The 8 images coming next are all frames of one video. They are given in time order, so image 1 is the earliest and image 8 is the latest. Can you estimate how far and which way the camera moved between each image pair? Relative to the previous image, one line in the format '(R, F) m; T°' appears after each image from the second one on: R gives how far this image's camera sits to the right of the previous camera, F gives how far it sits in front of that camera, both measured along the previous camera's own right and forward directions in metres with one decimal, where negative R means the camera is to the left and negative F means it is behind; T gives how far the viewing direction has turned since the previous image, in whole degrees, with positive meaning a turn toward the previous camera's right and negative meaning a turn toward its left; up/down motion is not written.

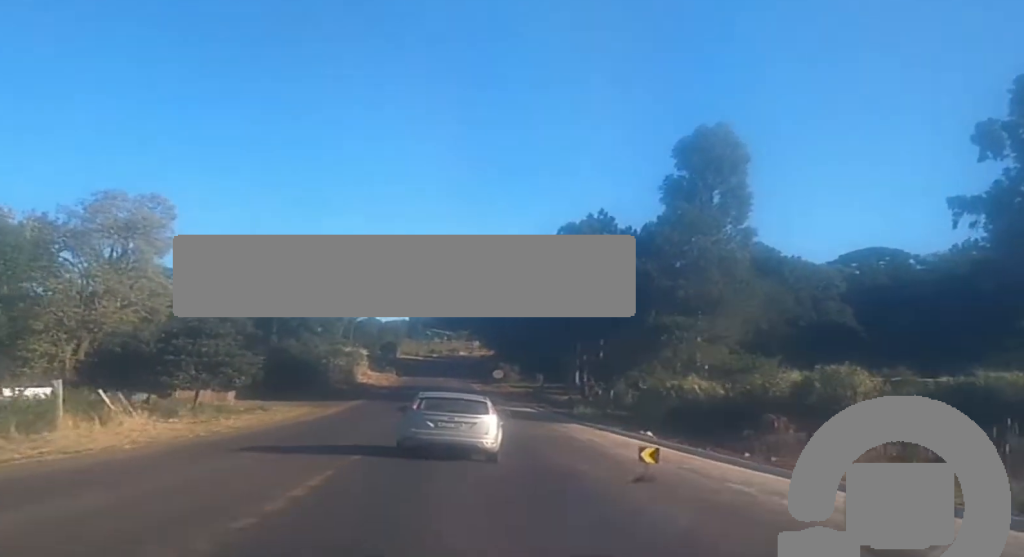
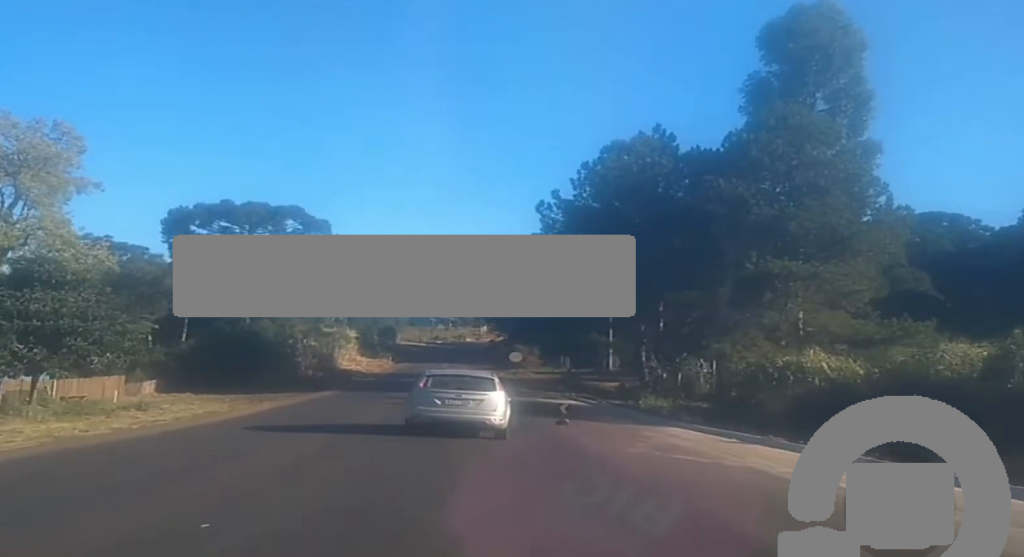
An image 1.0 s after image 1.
(+0.5, +21.5) m; +1°
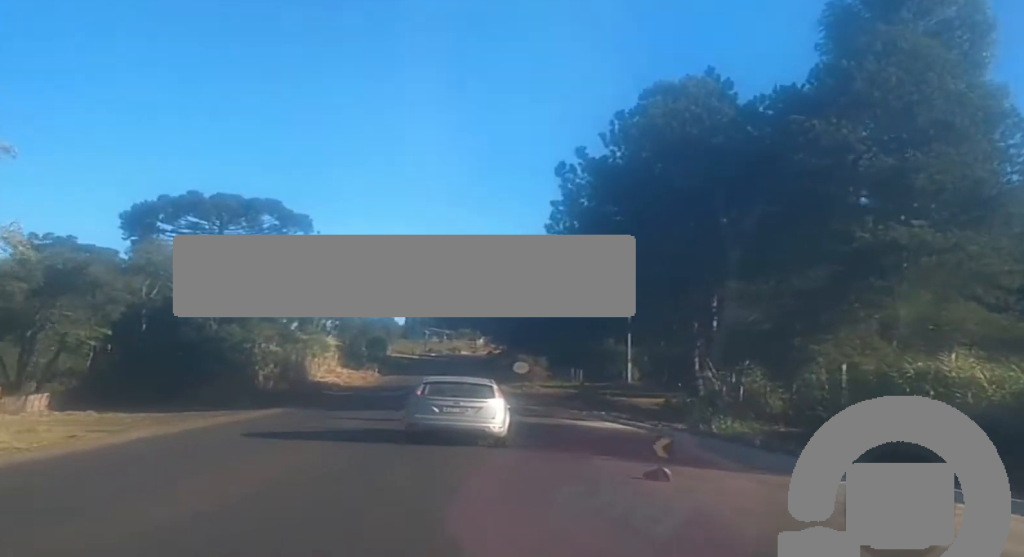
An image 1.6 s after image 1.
(+0.1, +12.5) m; 0°
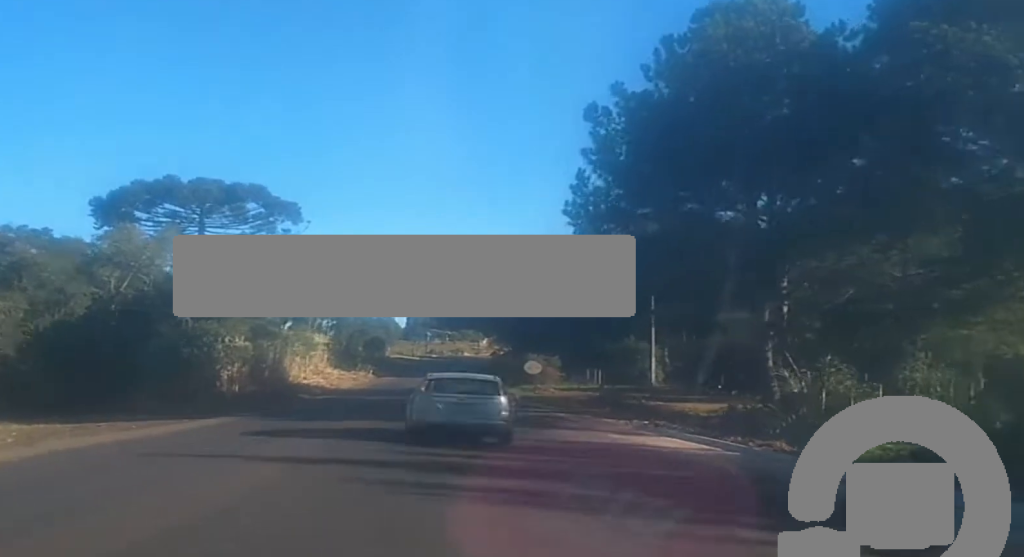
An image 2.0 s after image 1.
(-0.1, +10.5) m; 0°
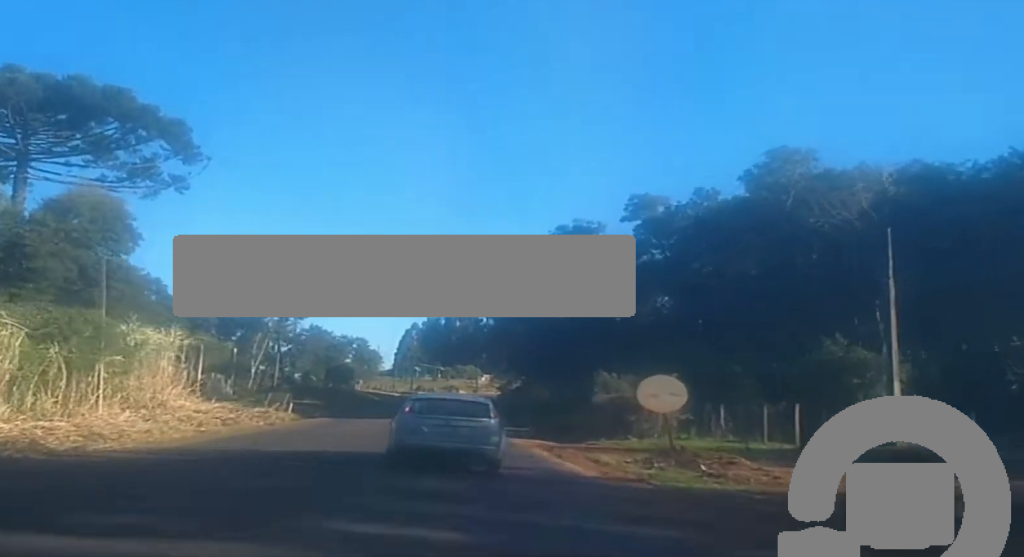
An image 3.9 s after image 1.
(-0.1, +42.7) m; 0°
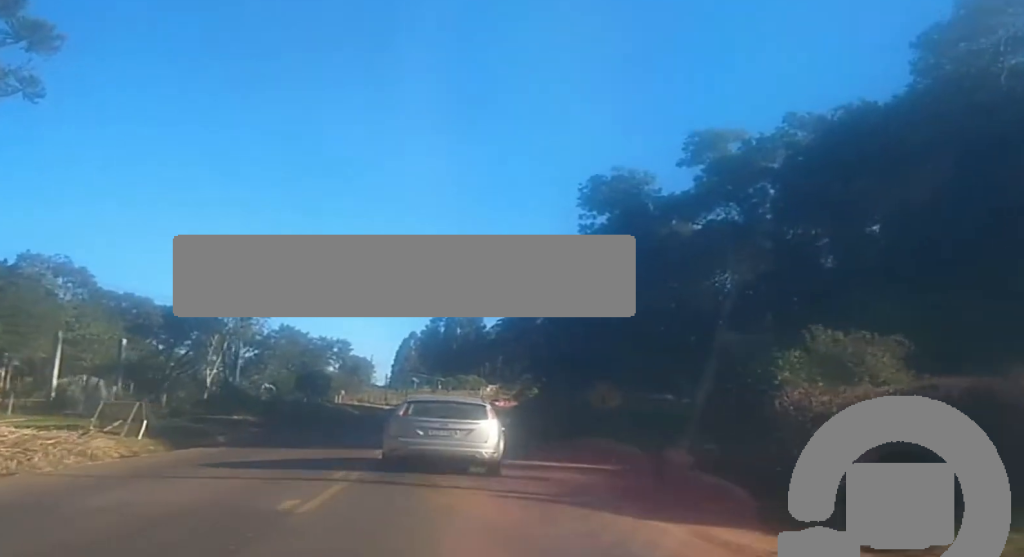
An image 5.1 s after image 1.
(0.0, +25.0) m; +1°
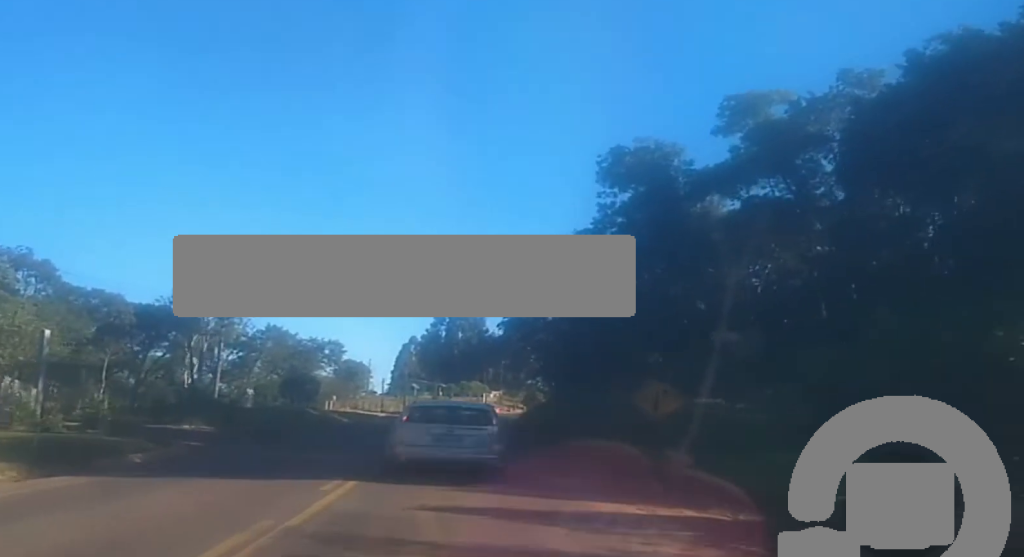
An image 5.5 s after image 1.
(-0.1, +9.4) m; 0°
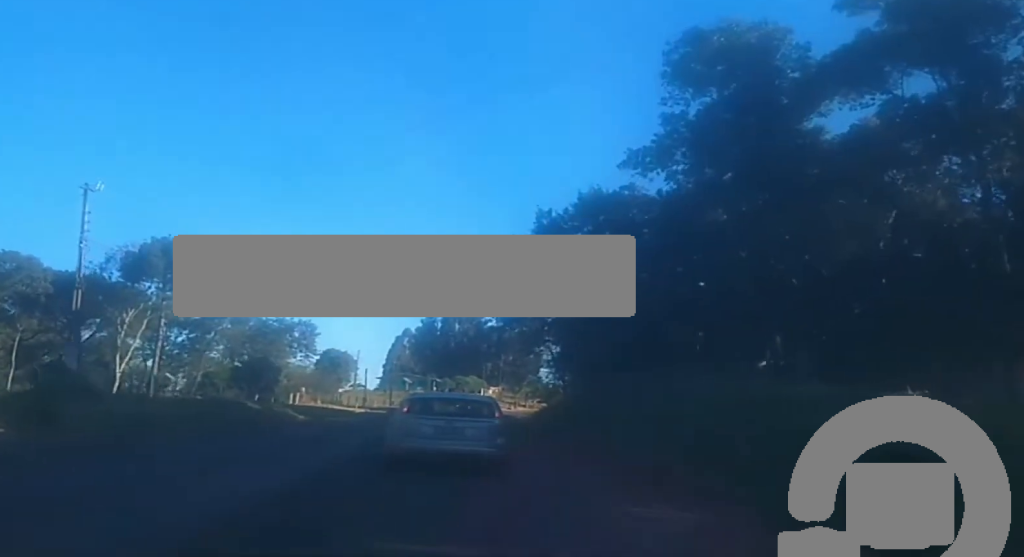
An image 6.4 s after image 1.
(+0.4, +19.0) m; 0°
